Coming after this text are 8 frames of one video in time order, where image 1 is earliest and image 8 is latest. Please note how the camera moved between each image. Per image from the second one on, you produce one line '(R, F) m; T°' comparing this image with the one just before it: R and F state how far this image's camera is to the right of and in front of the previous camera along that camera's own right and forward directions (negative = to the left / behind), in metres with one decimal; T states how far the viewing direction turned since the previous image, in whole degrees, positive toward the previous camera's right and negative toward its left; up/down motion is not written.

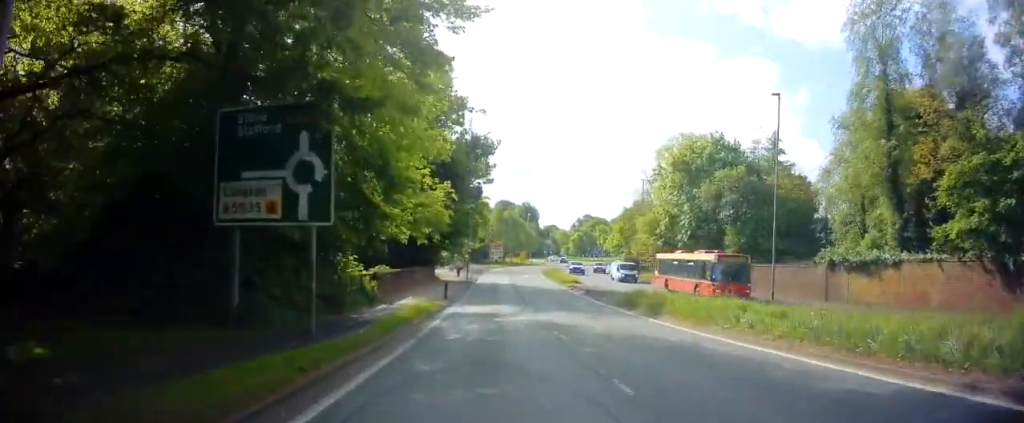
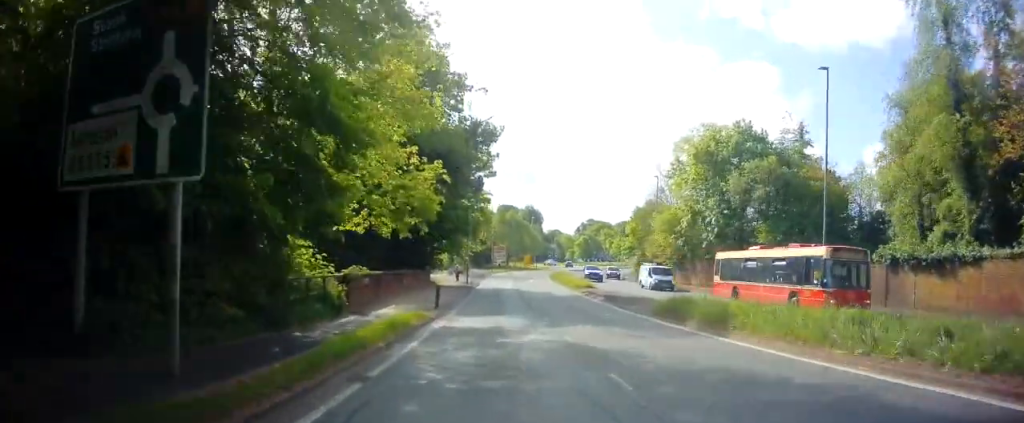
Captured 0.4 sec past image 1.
(-0.1, +5.6) m; -1°
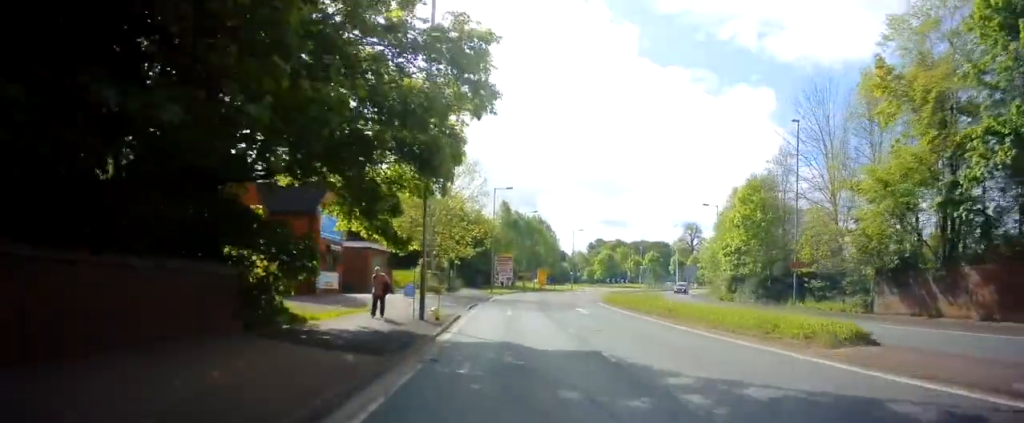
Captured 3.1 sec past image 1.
(-0.7, +33.3) m; -1°
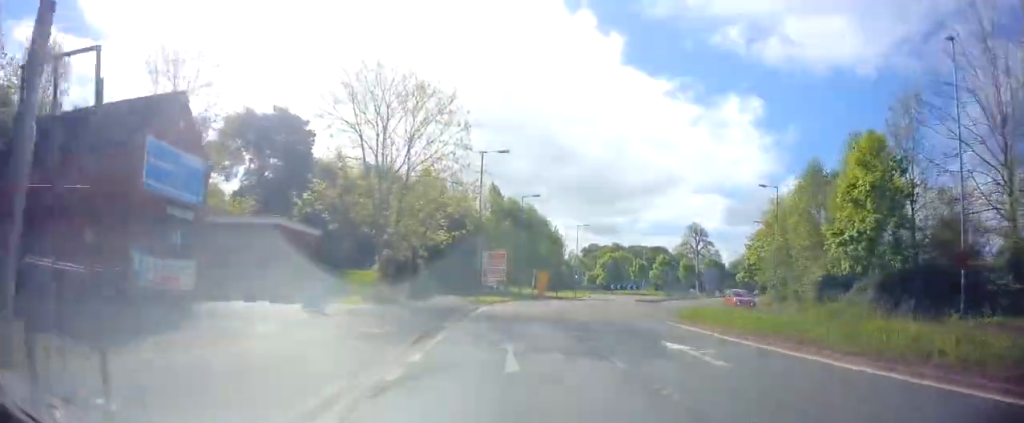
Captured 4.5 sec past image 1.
(0.0, +16.7) m; 0°
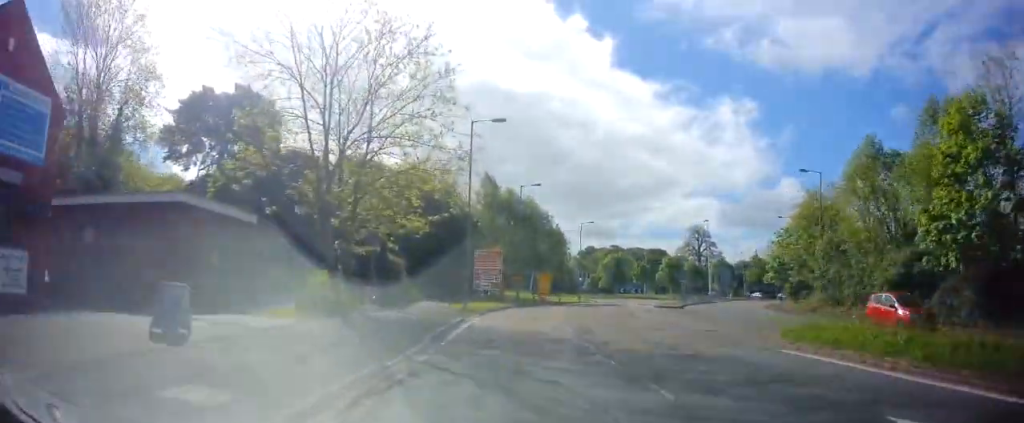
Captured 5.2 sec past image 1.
(0.0, +8.2) m; +1°
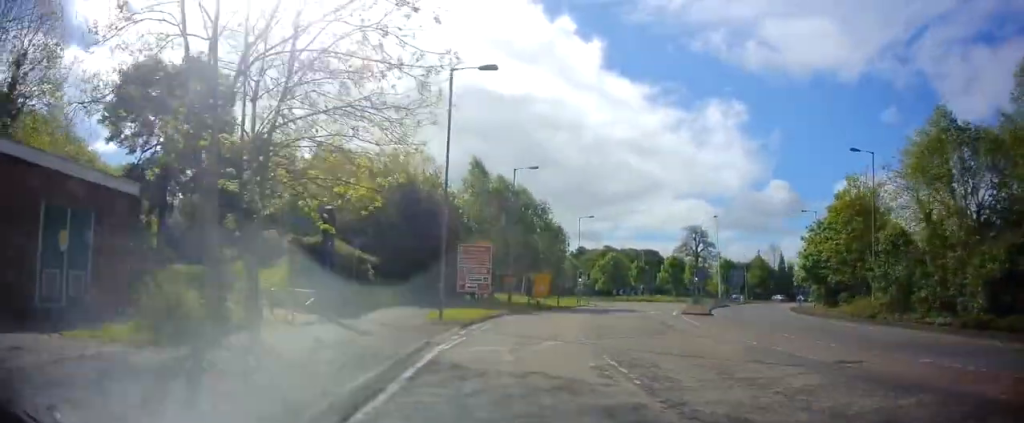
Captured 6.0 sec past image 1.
(+0.1, +8.1) m; +2°
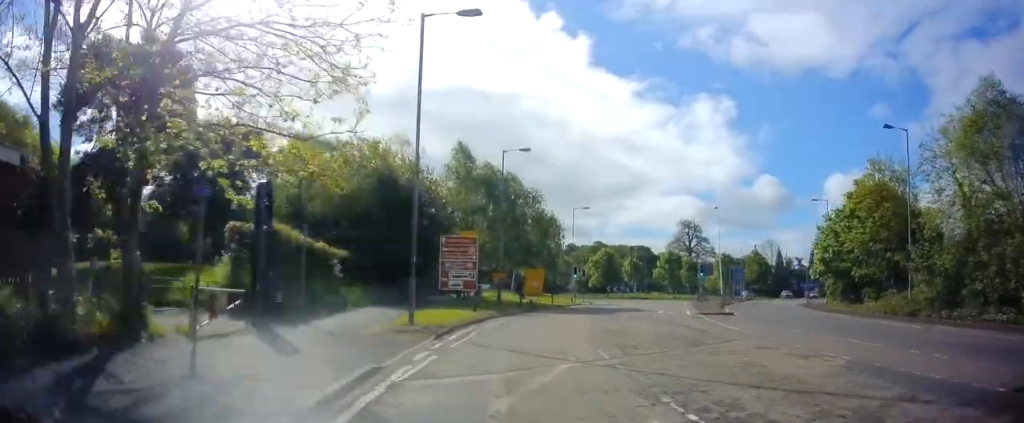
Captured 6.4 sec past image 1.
(+0.1, +4.7) m; 0°
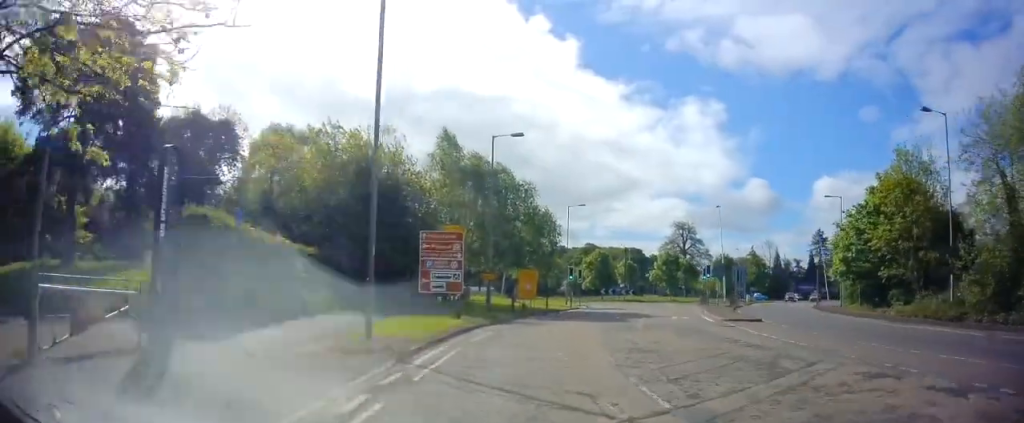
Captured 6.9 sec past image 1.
(0.0, +4.4) m; +1°
